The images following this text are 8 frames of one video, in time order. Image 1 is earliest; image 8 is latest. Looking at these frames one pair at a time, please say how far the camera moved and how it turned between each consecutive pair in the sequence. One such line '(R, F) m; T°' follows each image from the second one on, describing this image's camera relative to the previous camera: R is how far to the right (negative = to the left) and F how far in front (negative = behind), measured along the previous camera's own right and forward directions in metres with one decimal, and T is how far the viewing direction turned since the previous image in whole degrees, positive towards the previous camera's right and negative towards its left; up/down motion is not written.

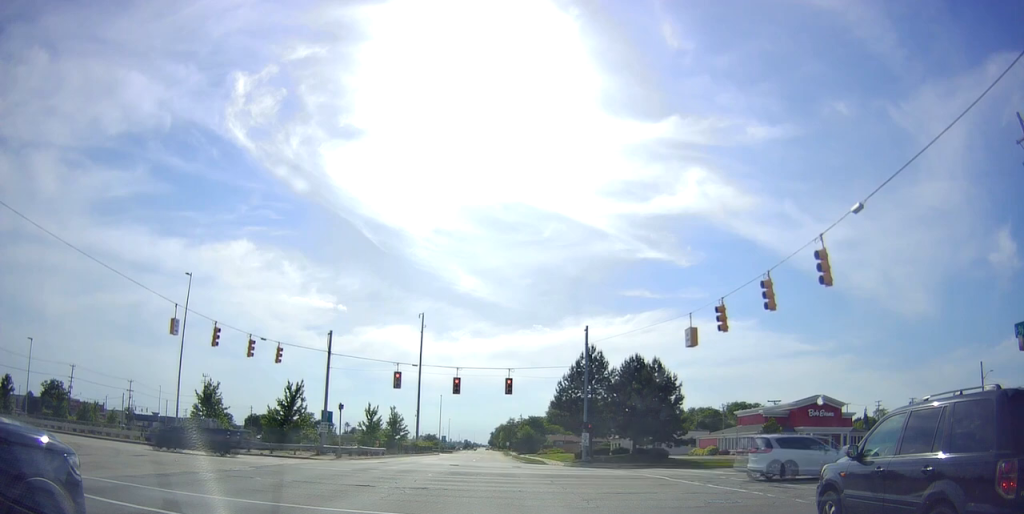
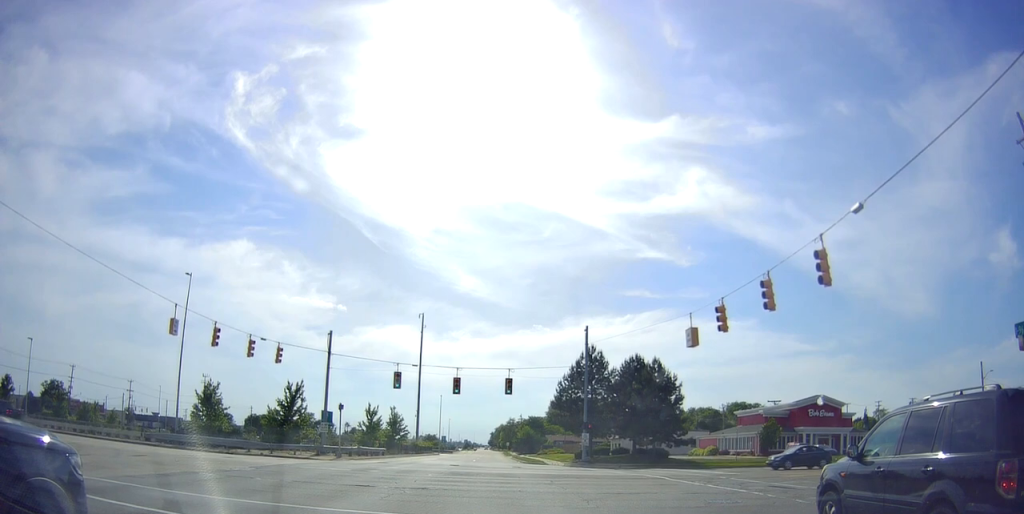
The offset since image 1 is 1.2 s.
(0.0, 0.0) m; 0°
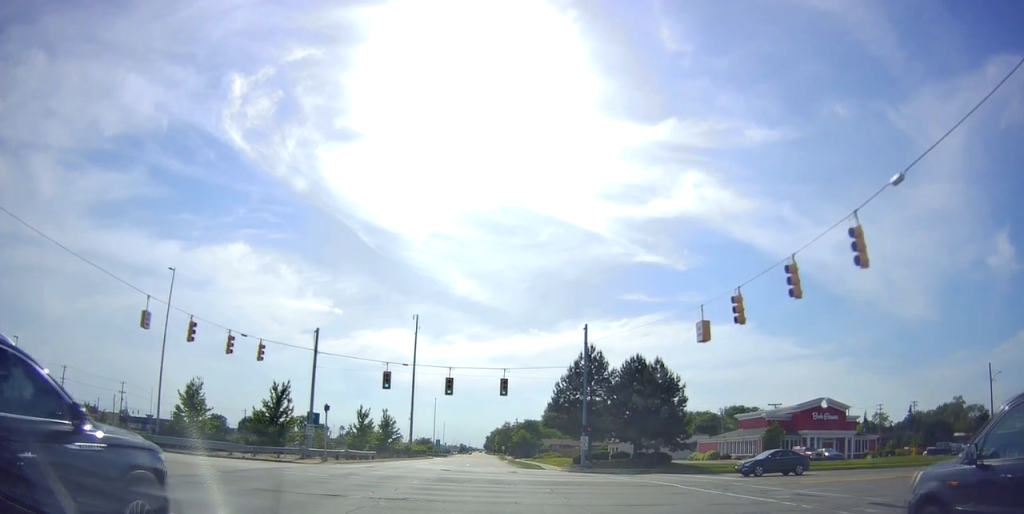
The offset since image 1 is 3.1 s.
(-0.1, +0.6) m; 0°
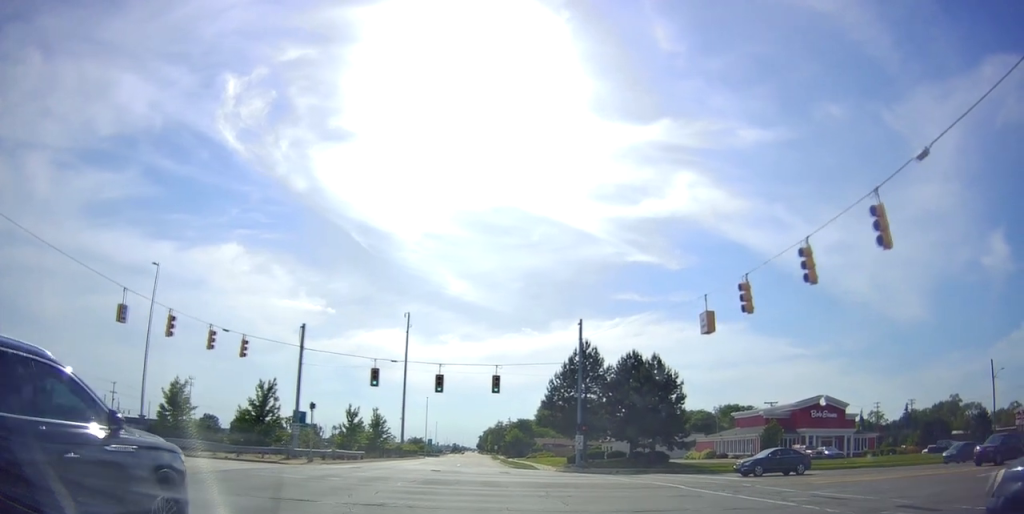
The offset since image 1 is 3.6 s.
(-0.1, +0.5) m; 0°
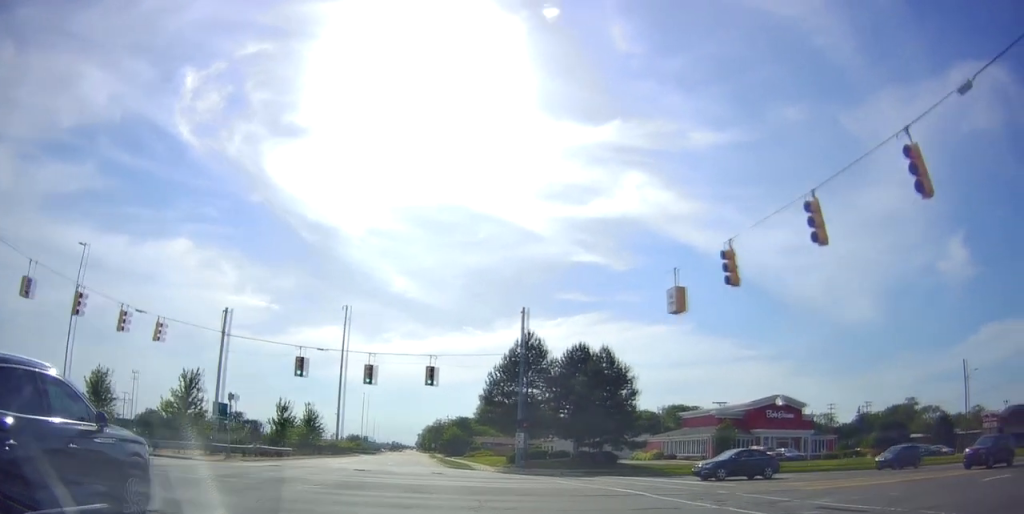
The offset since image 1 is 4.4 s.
(0.0, +2.0) m; +7°
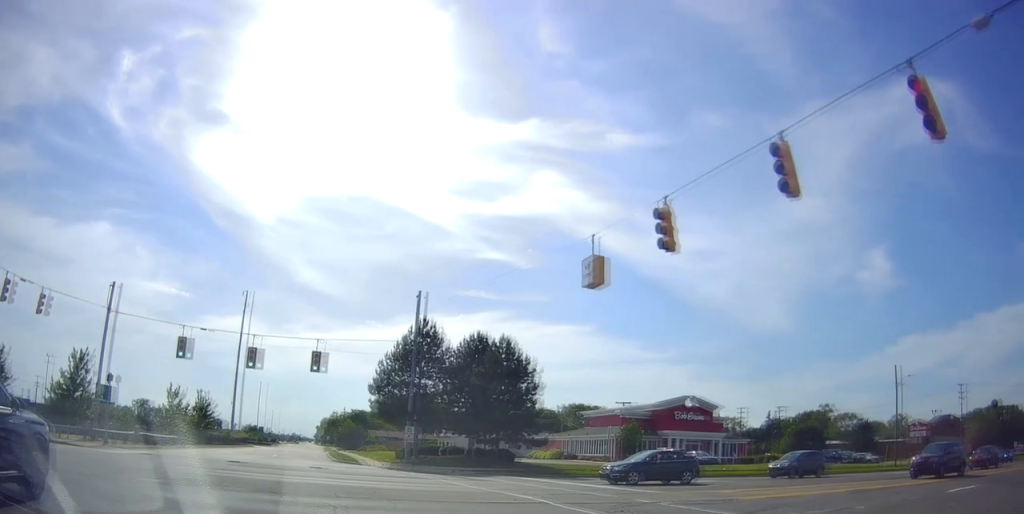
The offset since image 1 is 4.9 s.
(0.0, +2.0) m; +7°
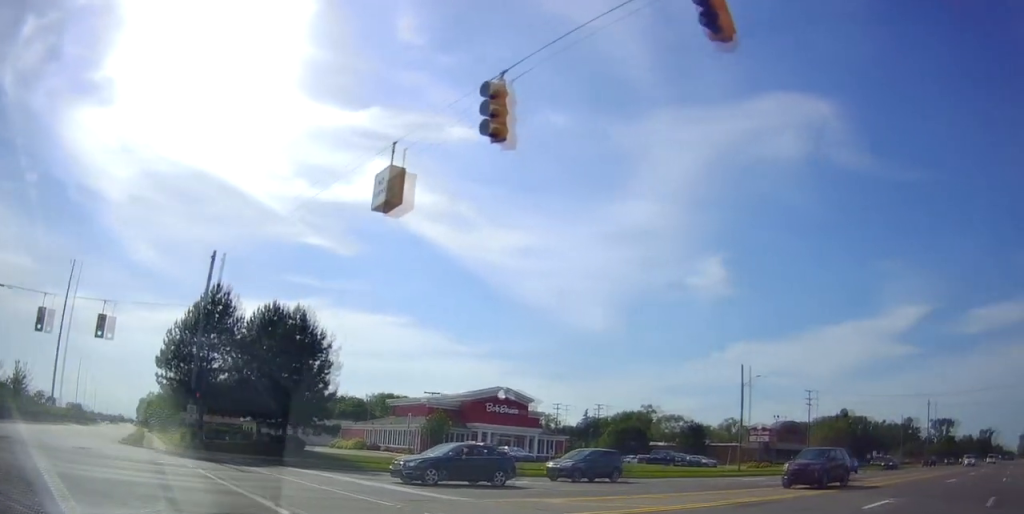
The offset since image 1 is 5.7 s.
(+0.4, +4.1) m; +6°
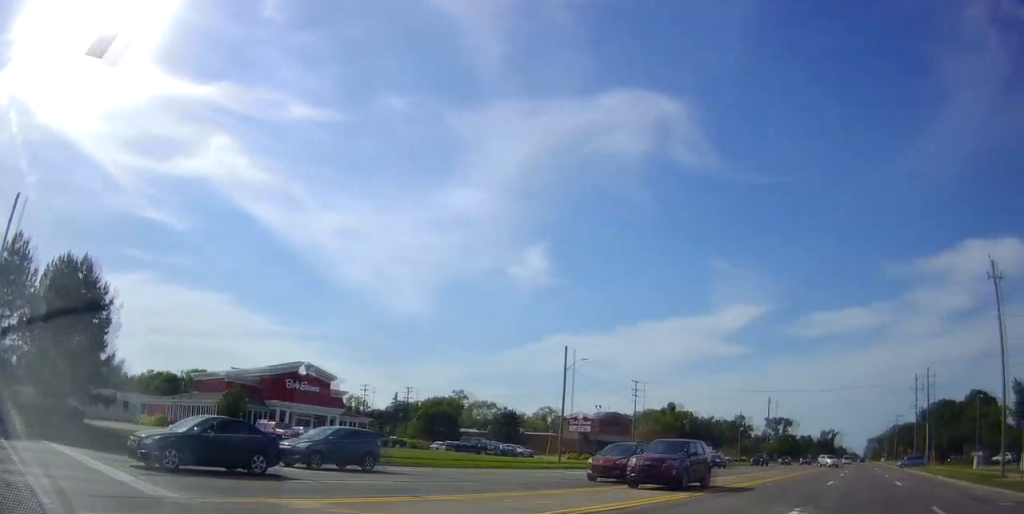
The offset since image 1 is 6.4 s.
(+0.2, +4.6) m; +10°
